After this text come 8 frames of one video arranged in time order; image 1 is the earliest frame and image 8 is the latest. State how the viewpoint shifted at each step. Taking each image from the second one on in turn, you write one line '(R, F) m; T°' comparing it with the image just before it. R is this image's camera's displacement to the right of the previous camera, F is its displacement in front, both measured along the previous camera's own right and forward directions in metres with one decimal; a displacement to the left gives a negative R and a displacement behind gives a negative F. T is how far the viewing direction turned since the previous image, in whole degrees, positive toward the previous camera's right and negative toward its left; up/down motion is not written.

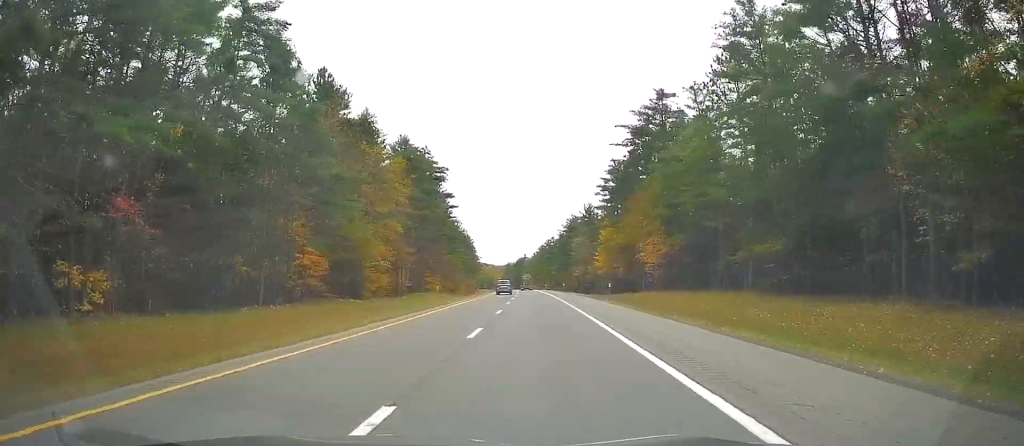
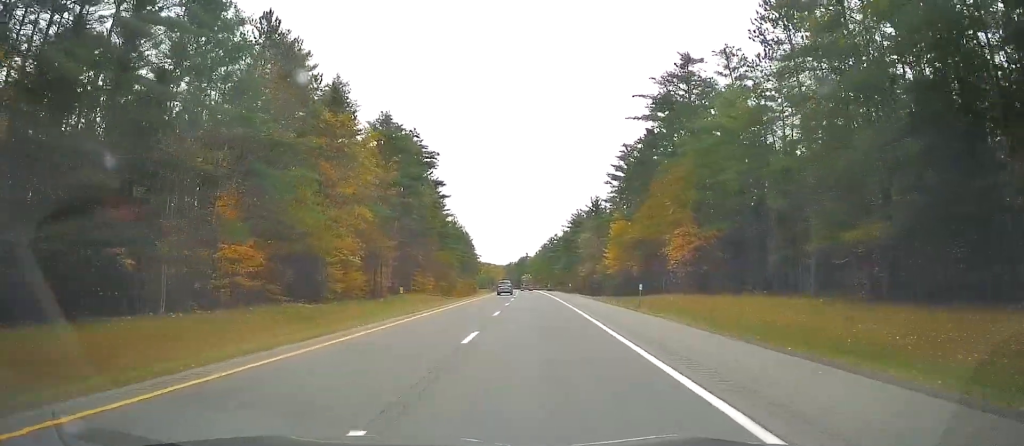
(0.0, +13.5) m; -1°
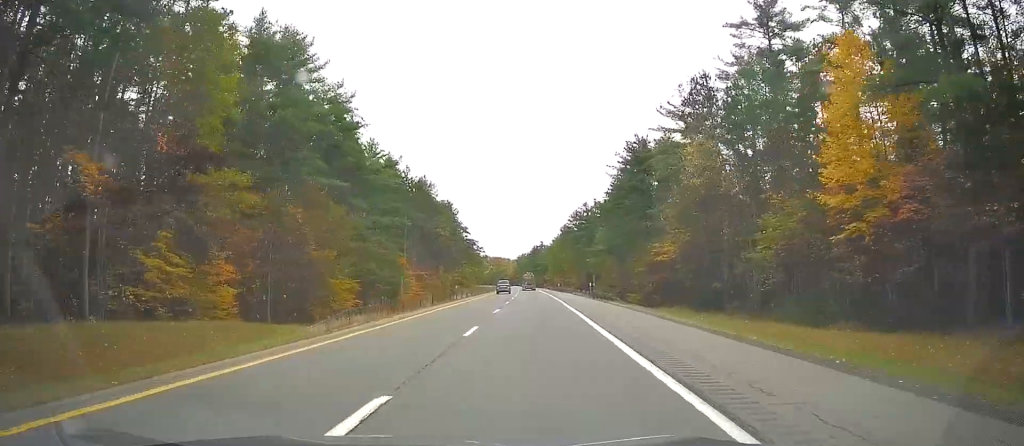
(-1.2, +84.0) m; -1°
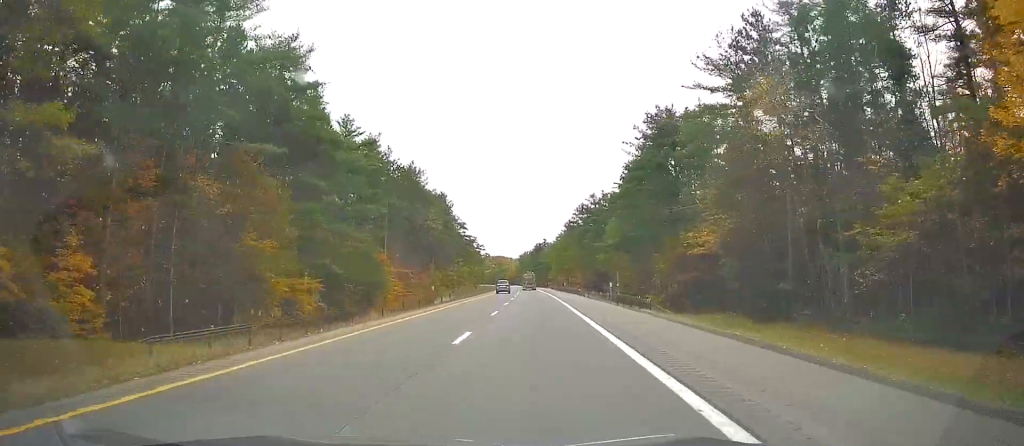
(0.0, +14.5) m; 0°
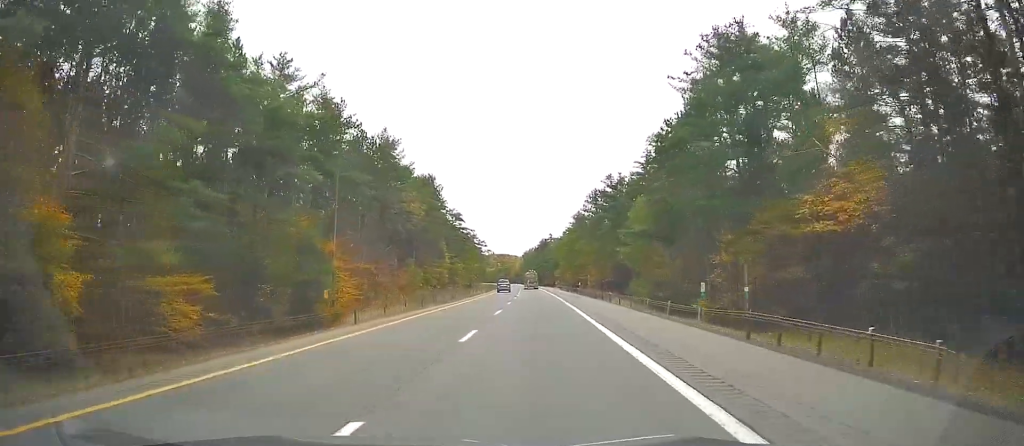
(0.0, +23.8) m; -1°
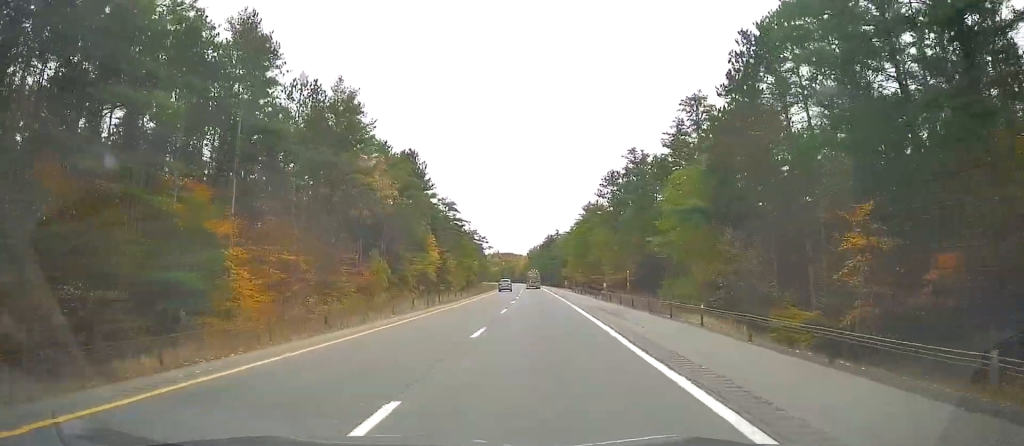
(-0.3, +23.0) m; -1°
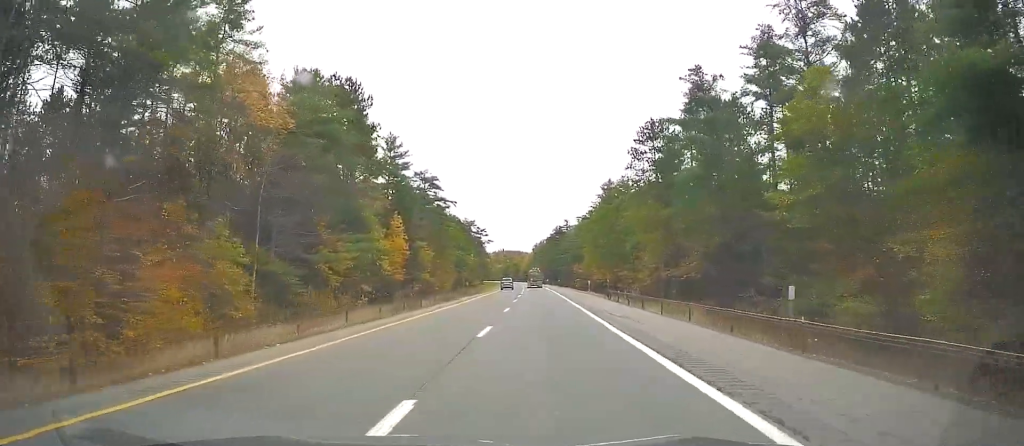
(-0.1, +36.8) m; -1°
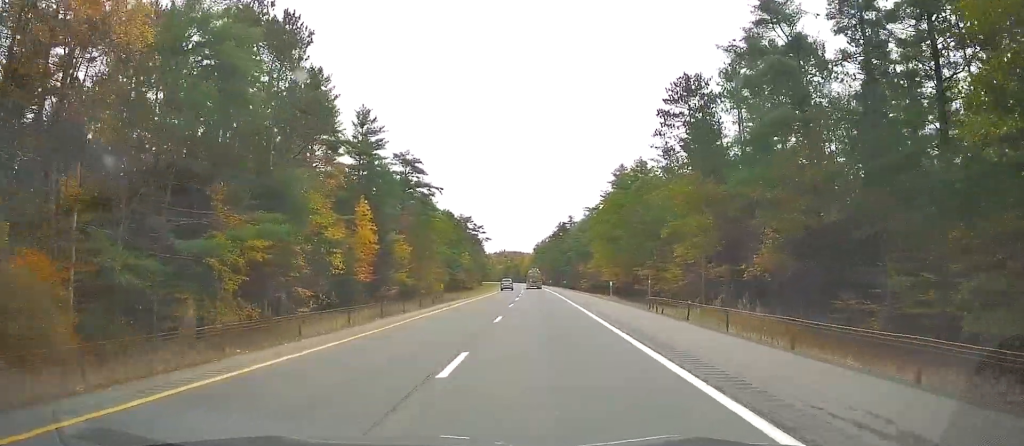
(-0.3, +19.1) m; -1°
